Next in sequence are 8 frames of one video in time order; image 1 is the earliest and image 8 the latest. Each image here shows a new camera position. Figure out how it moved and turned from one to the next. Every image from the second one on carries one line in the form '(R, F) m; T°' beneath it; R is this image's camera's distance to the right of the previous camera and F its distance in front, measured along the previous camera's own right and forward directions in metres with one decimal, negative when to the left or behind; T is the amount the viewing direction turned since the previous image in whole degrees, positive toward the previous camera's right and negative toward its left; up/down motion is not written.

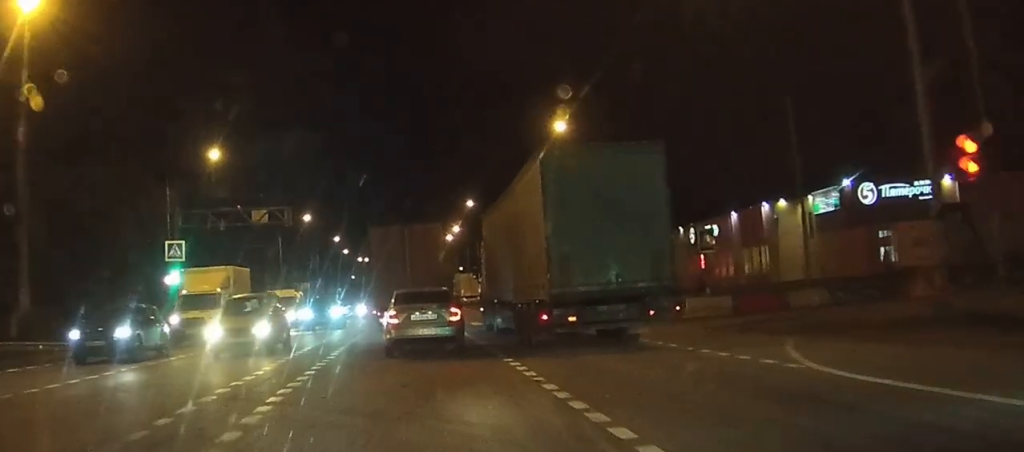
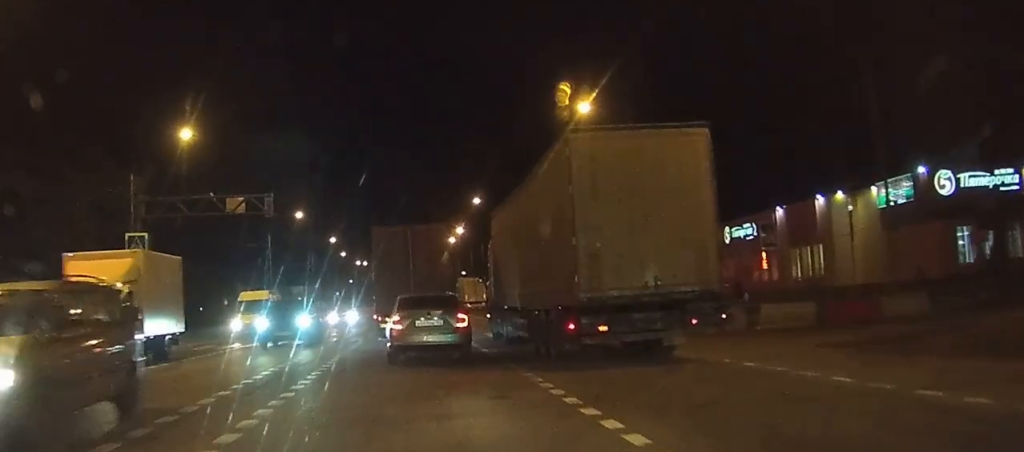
(-0.1, +6.9) m; 0°
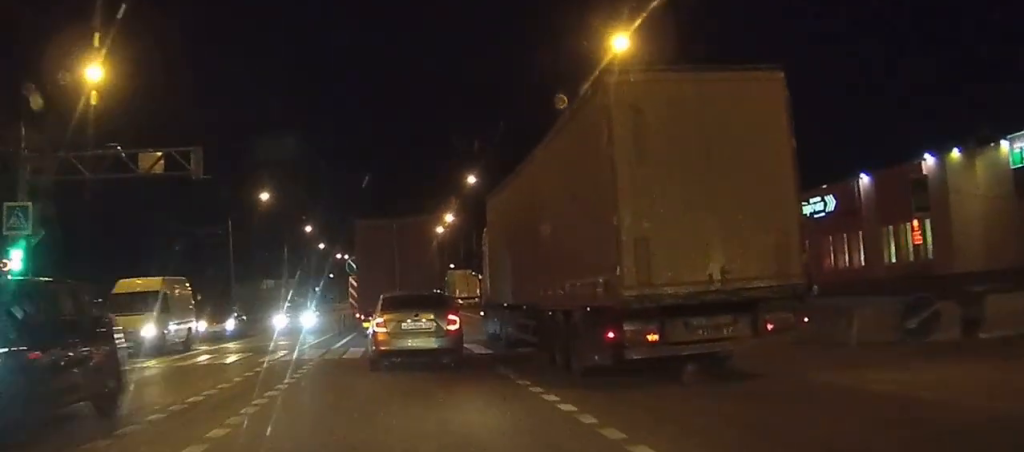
(+0.1, +11.4) m; +1°
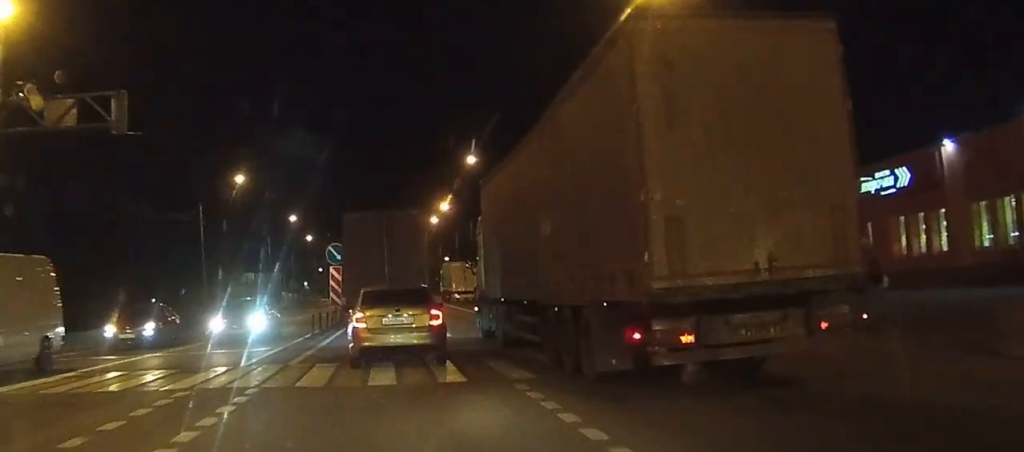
(0.0, +7.7) m; 0°
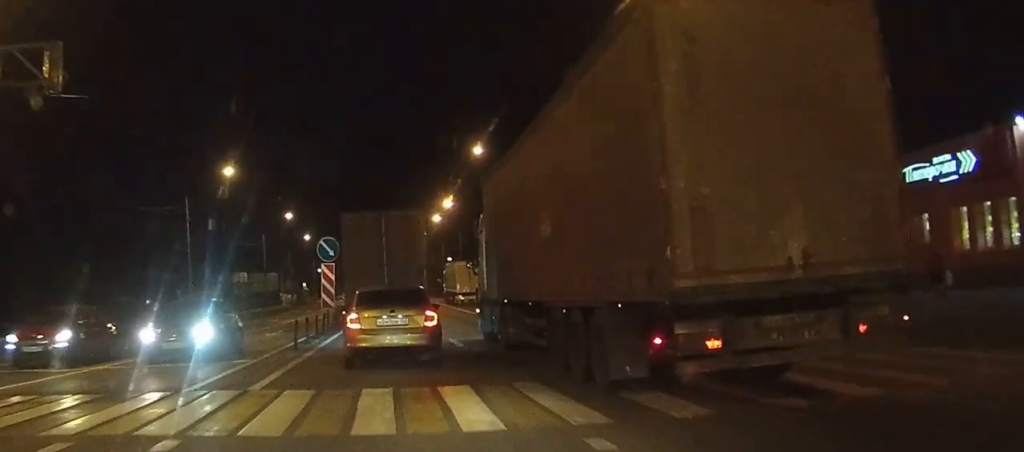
(0.0, +4.8) m; 0°
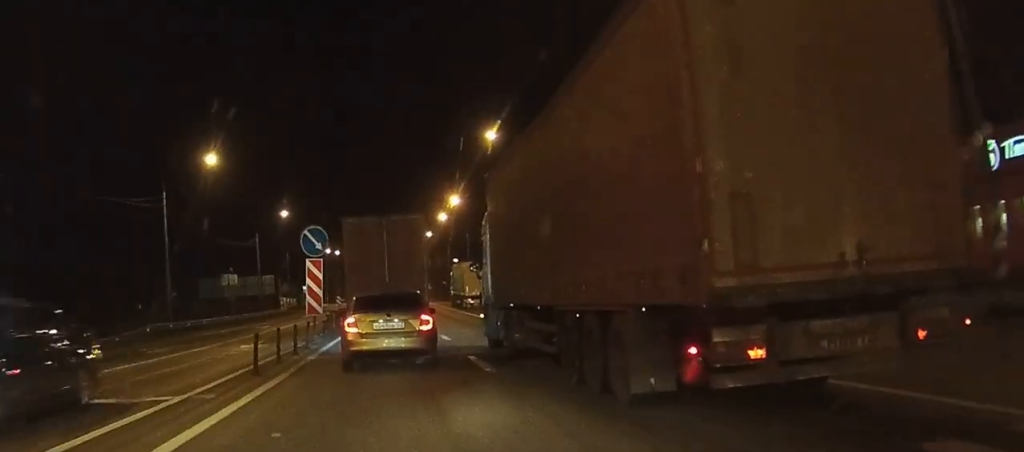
(0.0, +7.0) m; 0°
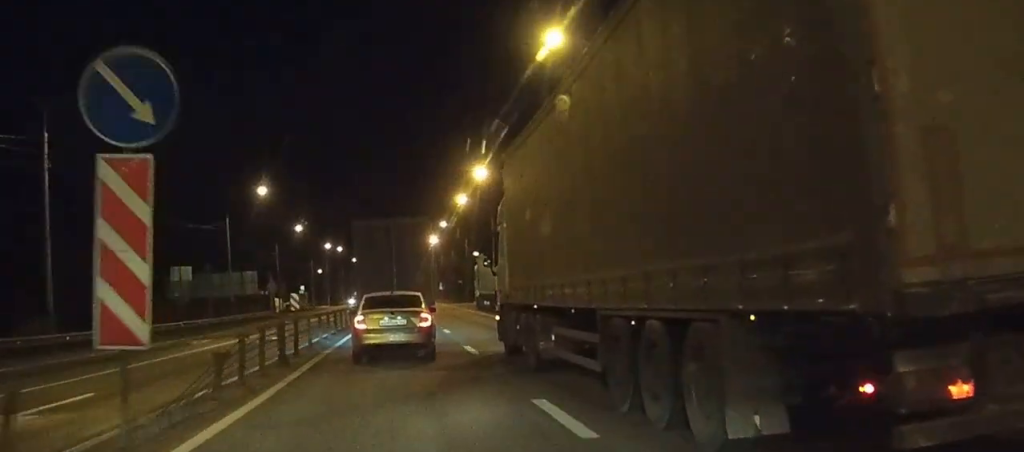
(+0.1, +20.7) m; +1°
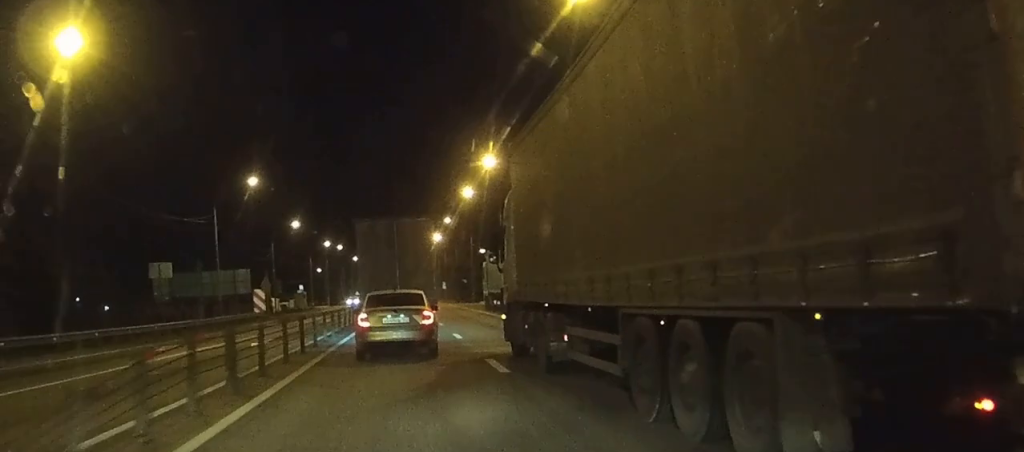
(0.0, +5.4) m; 0°
